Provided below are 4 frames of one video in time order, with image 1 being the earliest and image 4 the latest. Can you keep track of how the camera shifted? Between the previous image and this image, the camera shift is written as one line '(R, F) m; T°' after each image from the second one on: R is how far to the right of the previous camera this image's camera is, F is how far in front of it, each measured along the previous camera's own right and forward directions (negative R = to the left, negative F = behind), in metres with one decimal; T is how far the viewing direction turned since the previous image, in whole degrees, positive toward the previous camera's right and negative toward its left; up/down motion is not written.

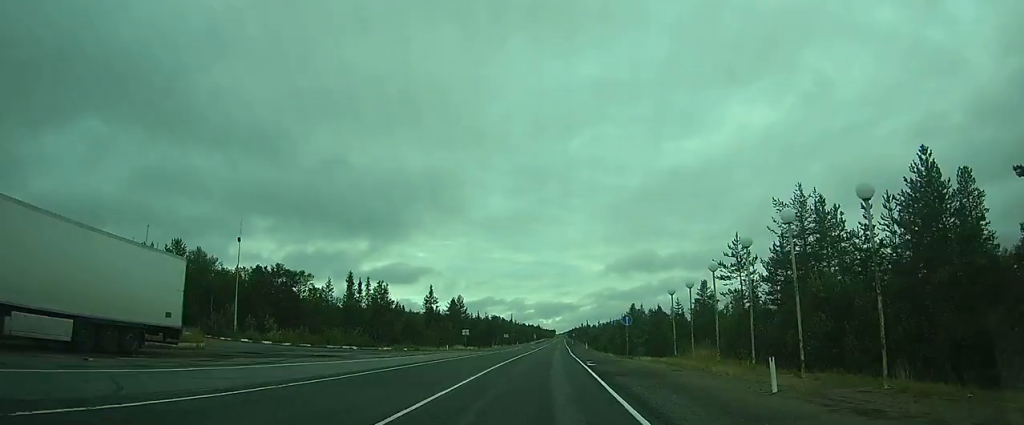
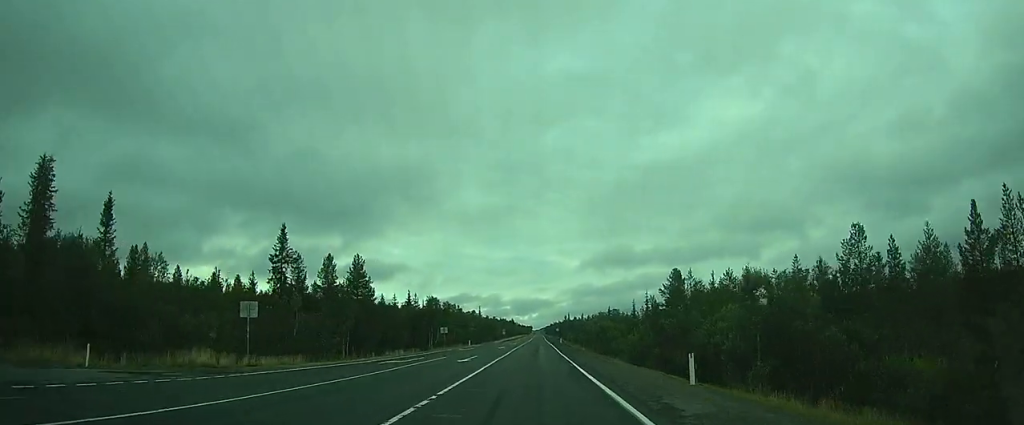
(+1.5, +56.0) m; +2°
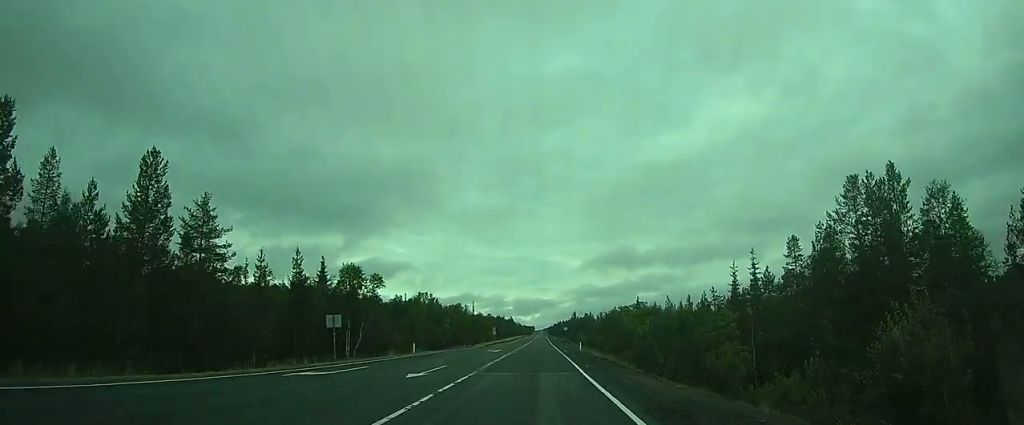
(+0.5, +36.4) m; +2°
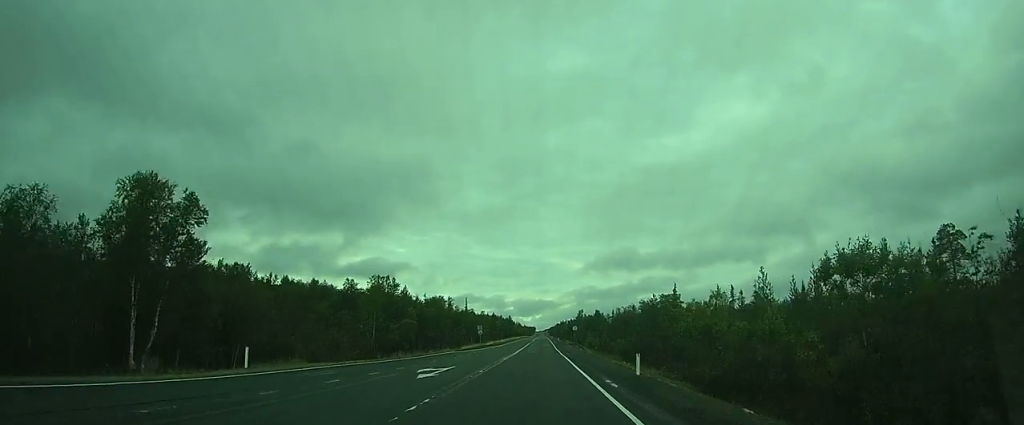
(0.0, +24.3) m; 0°
